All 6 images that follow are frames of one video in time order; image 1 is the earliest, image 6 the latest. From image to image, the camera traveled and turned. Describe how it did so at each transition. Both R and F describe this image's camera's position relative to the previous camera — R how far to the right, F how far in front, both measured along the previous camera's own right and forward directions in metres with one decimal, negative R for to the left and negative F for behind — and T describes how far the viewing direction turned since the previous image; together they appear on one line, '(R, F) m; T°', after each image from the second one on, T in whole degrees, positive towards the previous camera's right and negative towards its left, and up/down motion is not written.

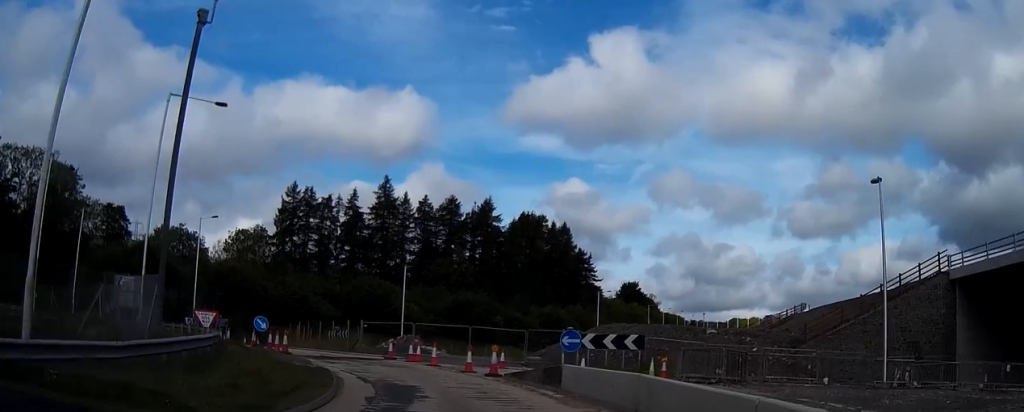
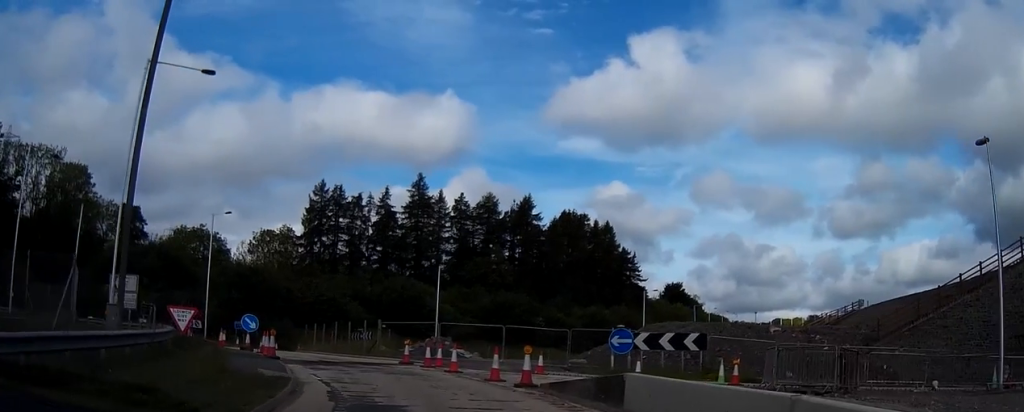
(-0.3, +6.1) m; -4°
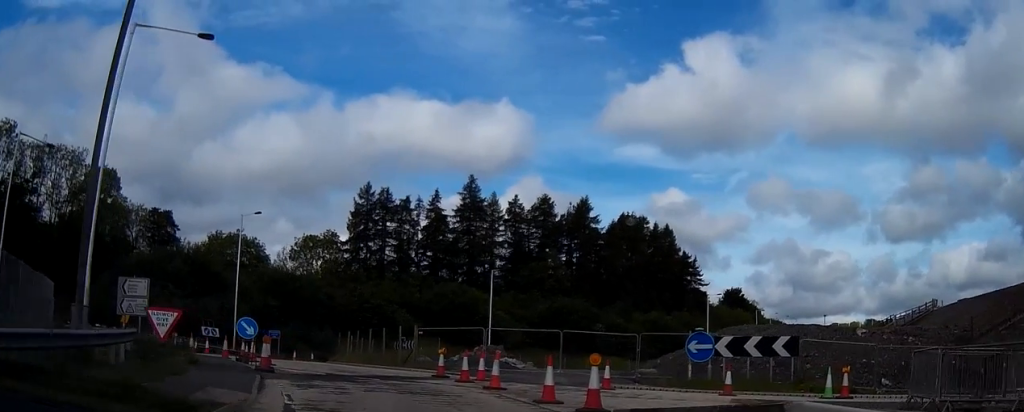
(-0.1, +5.7) m; -3°
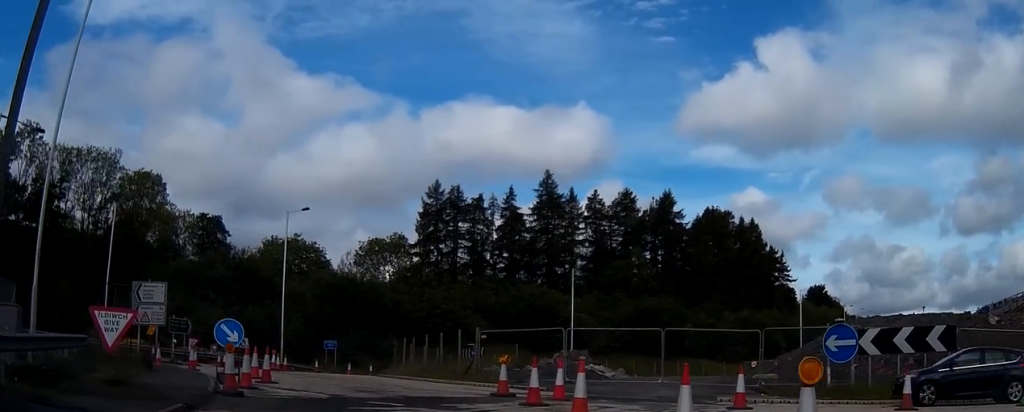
(-0.3, +6.9) m; -6°
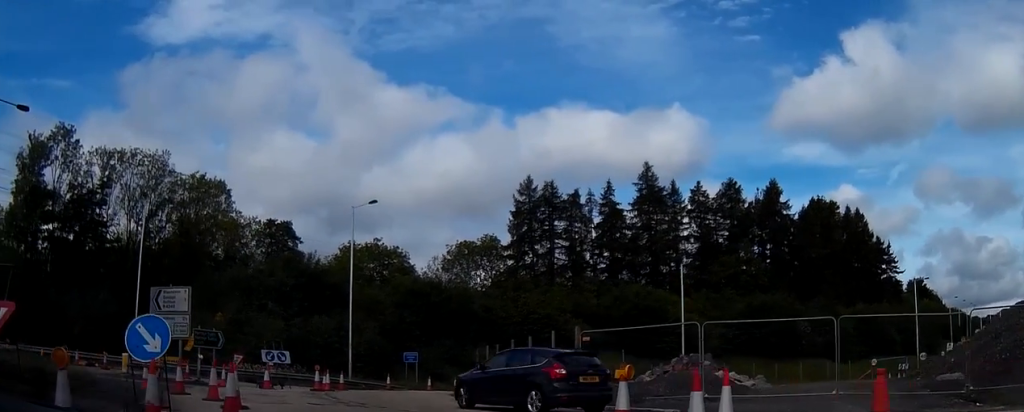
(-0.6, +7.9) m; -10°
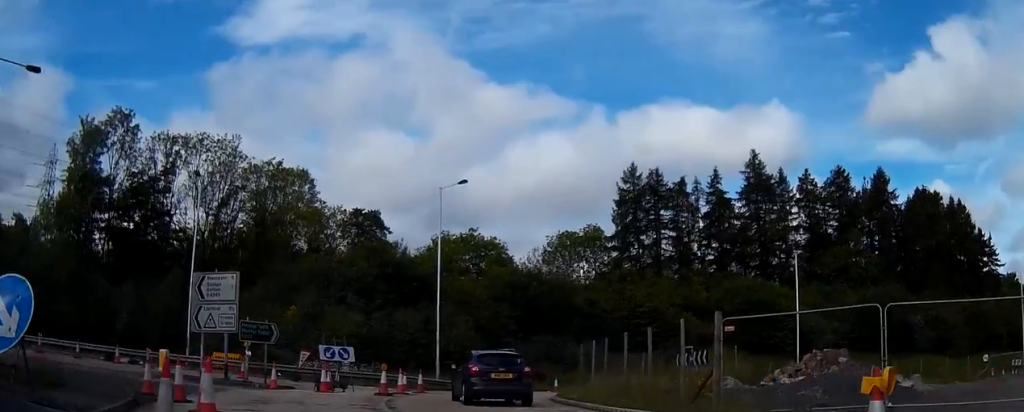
(-0.3, +5.1) m; -5°
